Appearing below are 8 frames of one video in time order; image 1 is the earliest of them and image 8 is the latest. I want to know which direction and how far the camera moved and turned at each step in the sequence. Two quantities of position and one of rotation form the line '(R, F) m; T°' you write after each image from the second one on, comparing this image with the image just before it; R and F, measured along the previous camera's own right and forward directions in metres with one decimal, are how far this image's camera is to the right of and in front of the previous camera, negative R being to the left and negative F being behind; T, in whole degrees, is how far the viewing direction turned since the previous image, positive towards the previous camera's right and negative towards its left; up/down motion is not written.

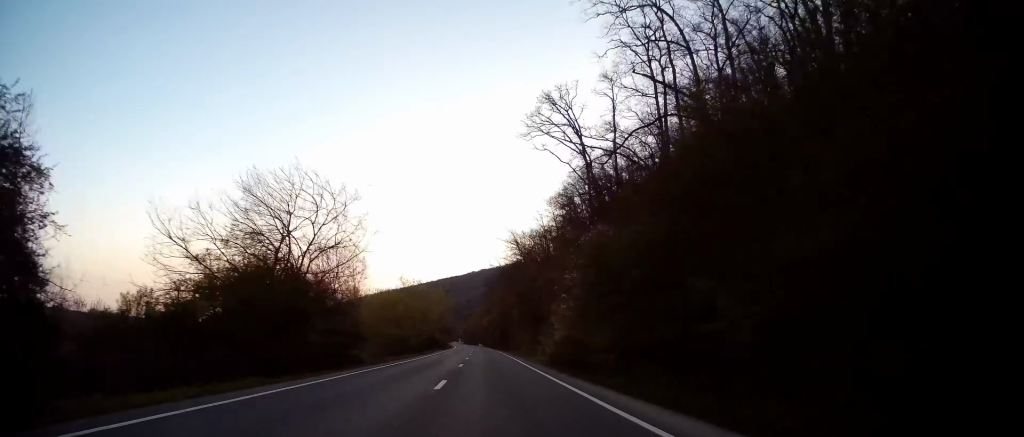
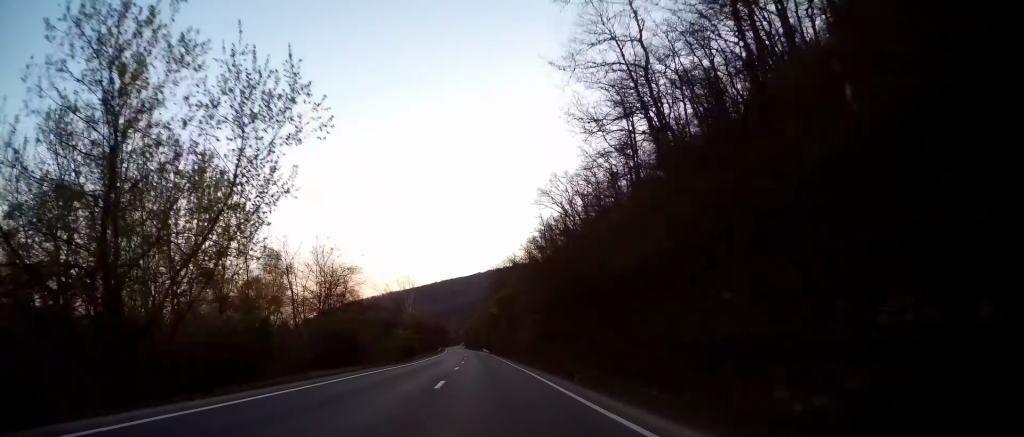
(+0.7, +59.8) m; +1°
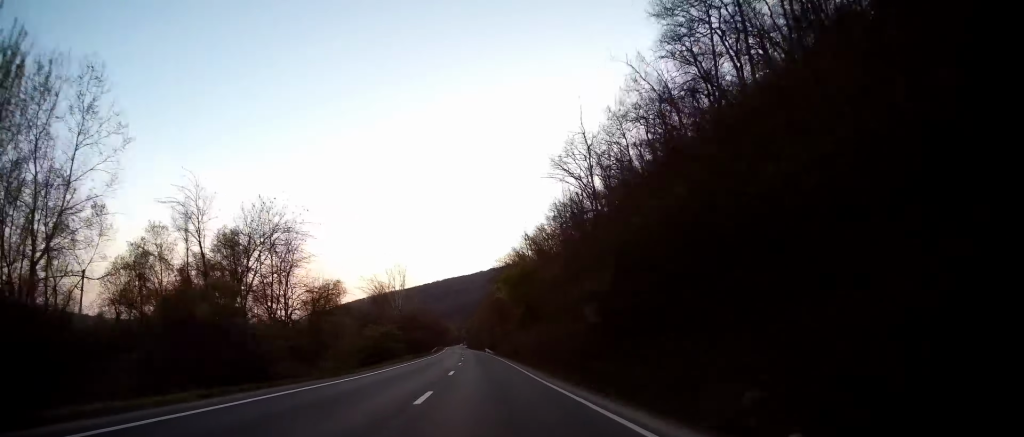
(-0.2, +16.4) m; 0°
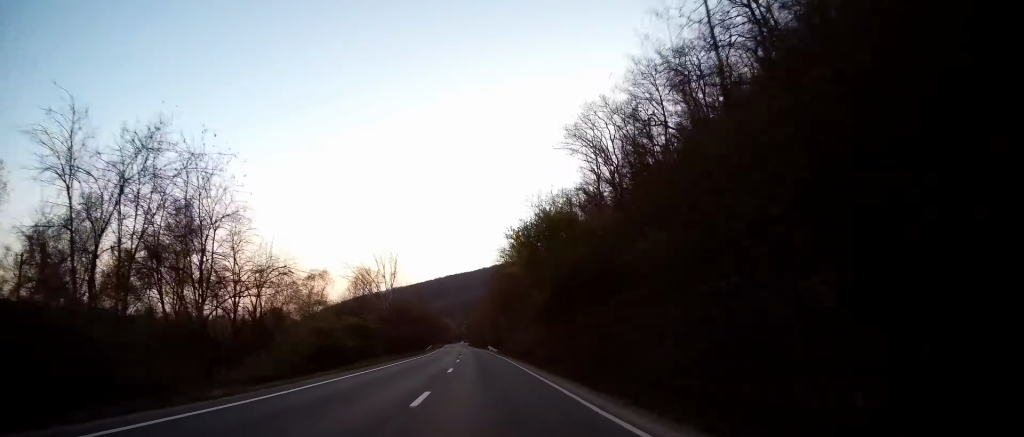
(-0.1, +12.6) m; 0°
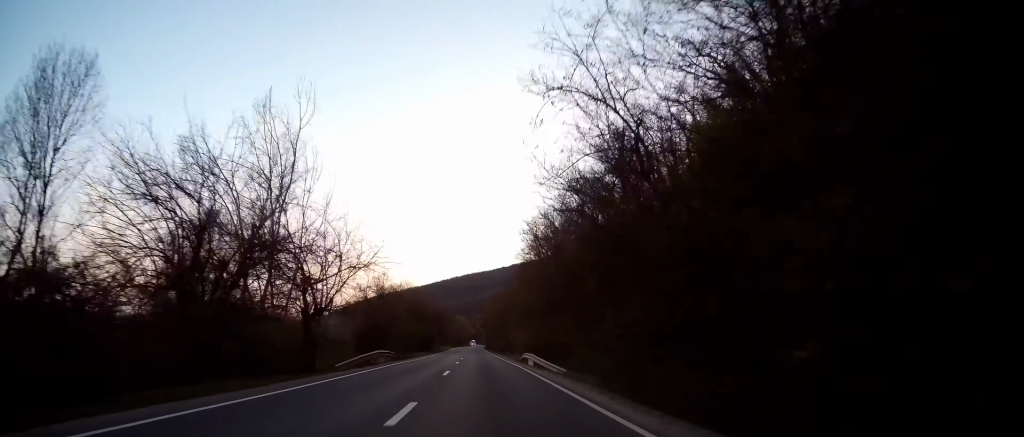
(-0.9, +52.0) m; -2°
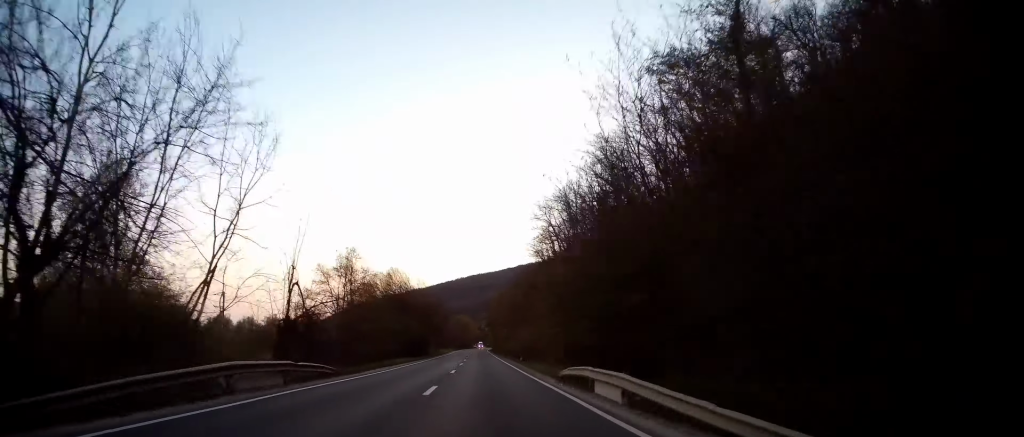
(-0.1, +19.3) m; -1°
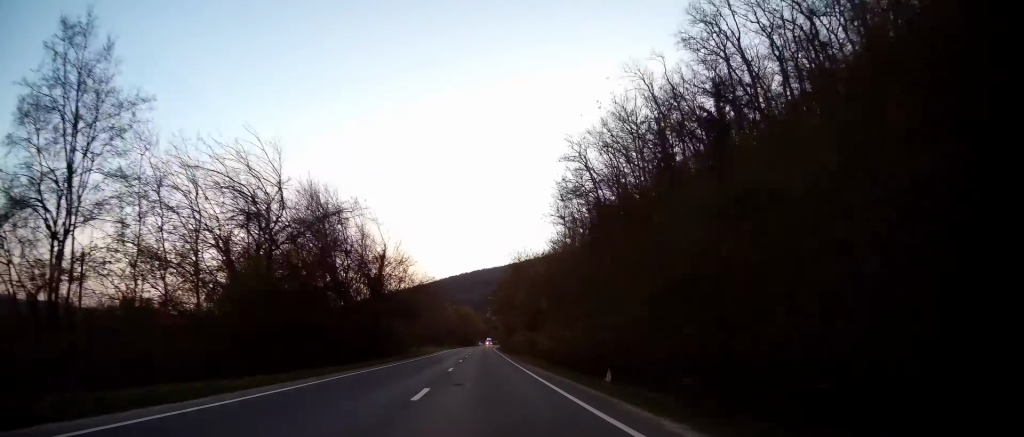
(-0.5, +39.3) m; -1°
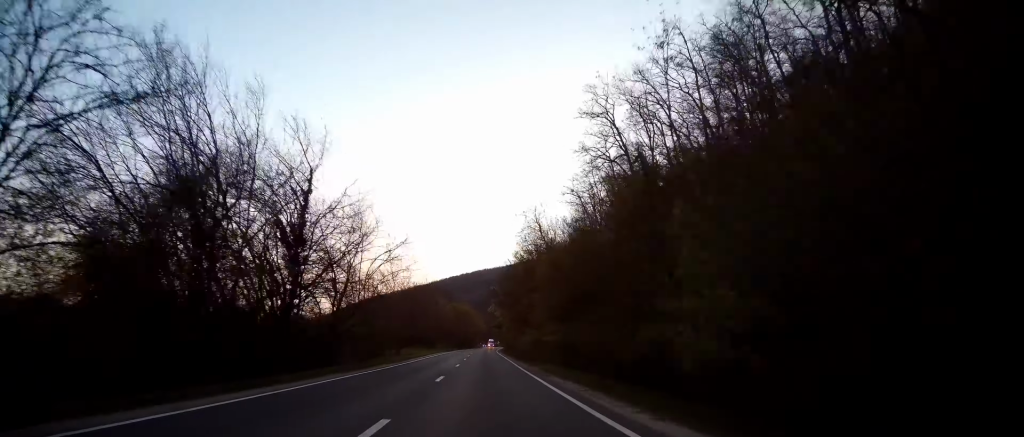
(0.0, +18.2) m; 0°
